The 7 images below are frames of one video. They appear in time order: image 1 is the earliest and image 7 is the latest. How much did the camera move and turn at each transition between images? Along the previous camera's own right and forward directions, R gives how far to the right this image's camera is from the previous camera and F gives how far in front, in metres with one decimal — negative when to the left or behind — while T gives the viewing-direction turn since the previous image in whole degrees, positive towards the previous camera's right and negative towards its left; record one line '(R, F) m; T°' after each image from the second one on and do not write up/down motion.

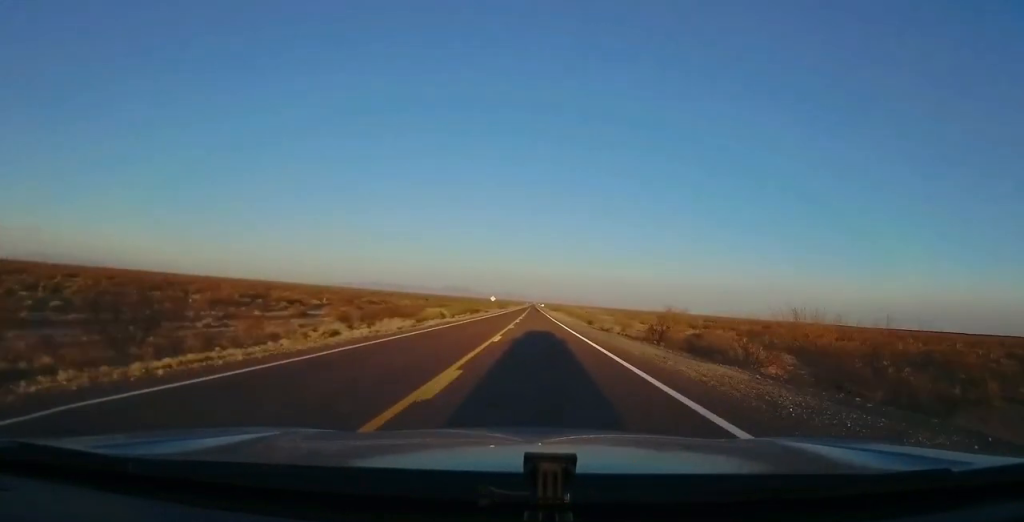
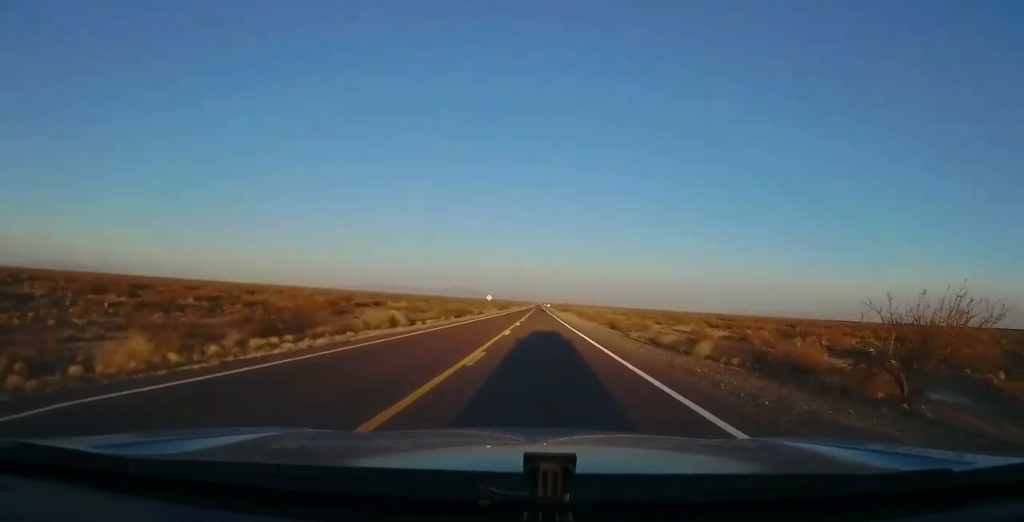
(0.0, +20.6) m; 0°
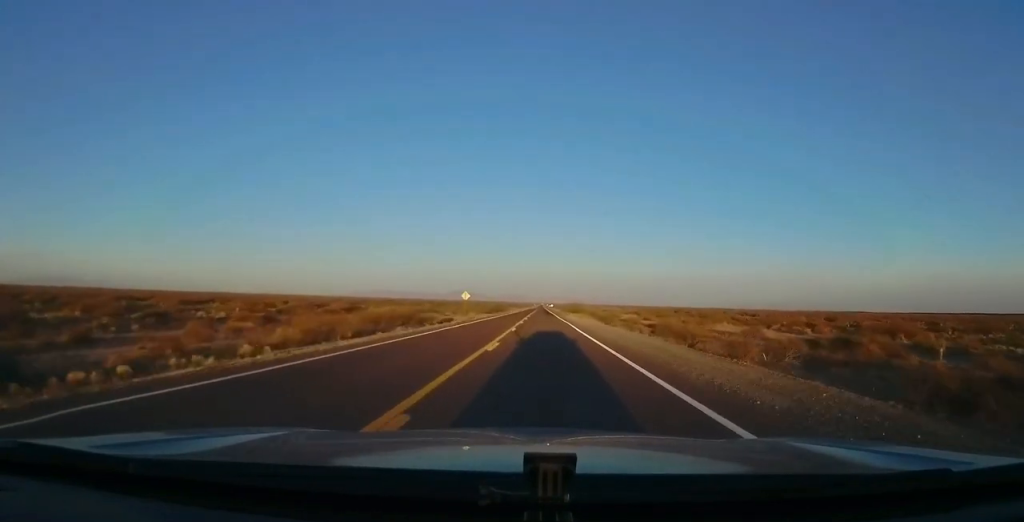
(0.0, +33.4) m; -1°
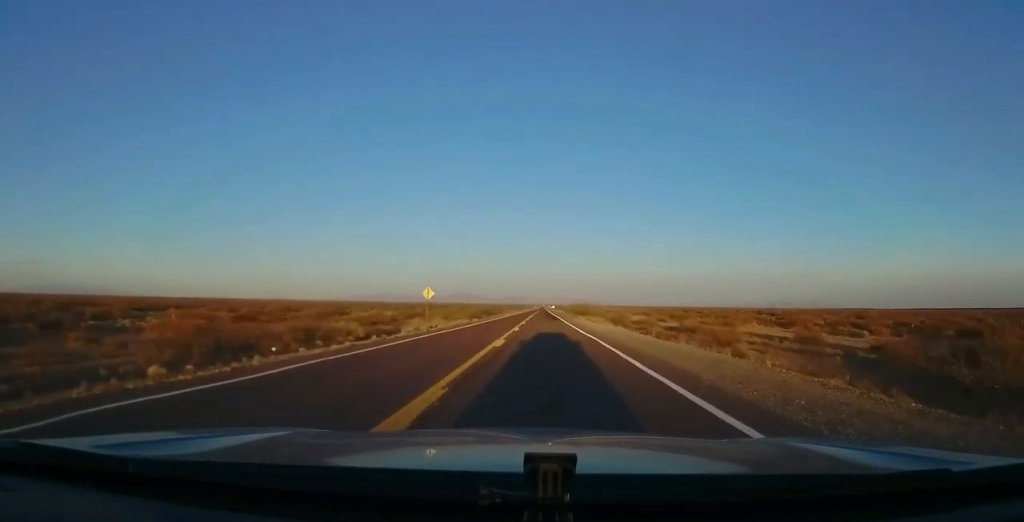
(-0.2, +22.6) m; 0°
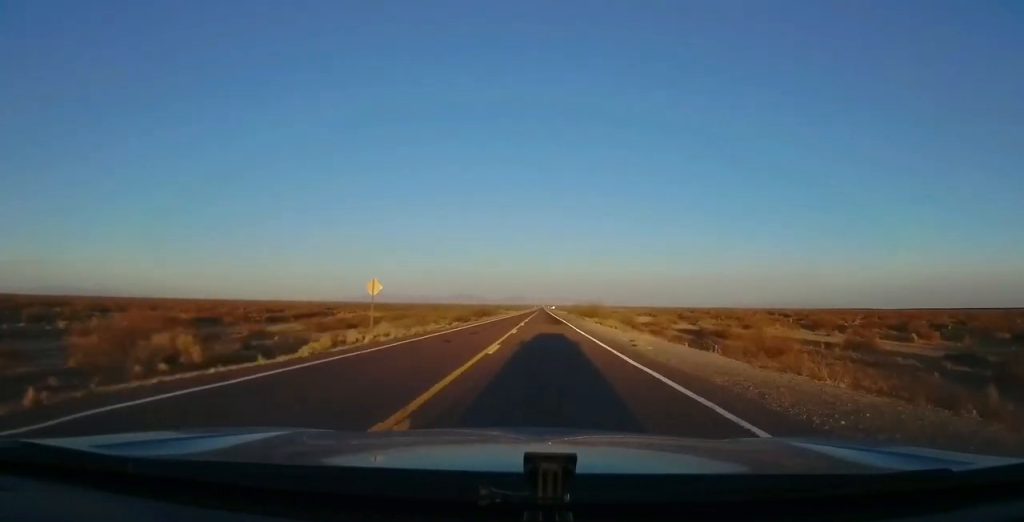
(-0.3, +14.7) m; 0°
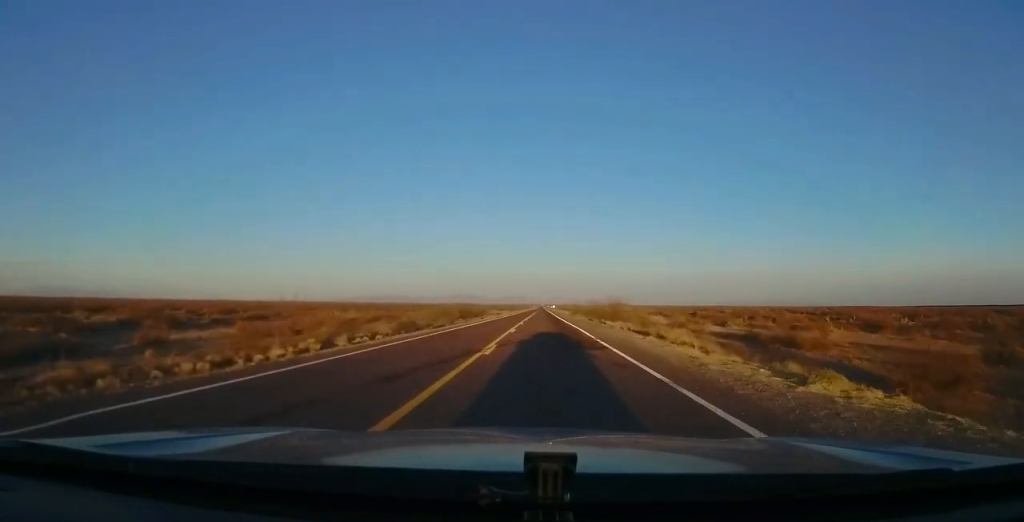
(+0.5, +25.5) m; 0°
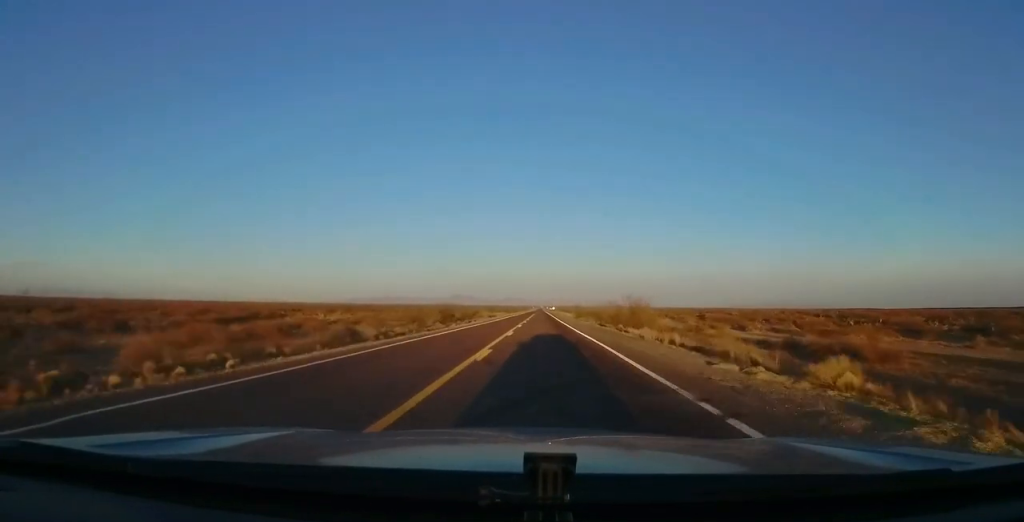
(-0.1, +13.7) m; 0°
